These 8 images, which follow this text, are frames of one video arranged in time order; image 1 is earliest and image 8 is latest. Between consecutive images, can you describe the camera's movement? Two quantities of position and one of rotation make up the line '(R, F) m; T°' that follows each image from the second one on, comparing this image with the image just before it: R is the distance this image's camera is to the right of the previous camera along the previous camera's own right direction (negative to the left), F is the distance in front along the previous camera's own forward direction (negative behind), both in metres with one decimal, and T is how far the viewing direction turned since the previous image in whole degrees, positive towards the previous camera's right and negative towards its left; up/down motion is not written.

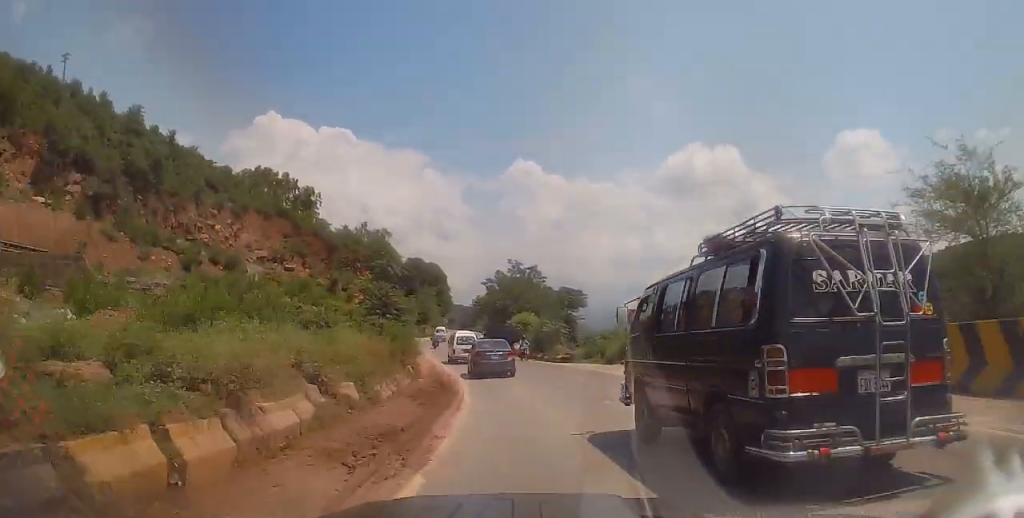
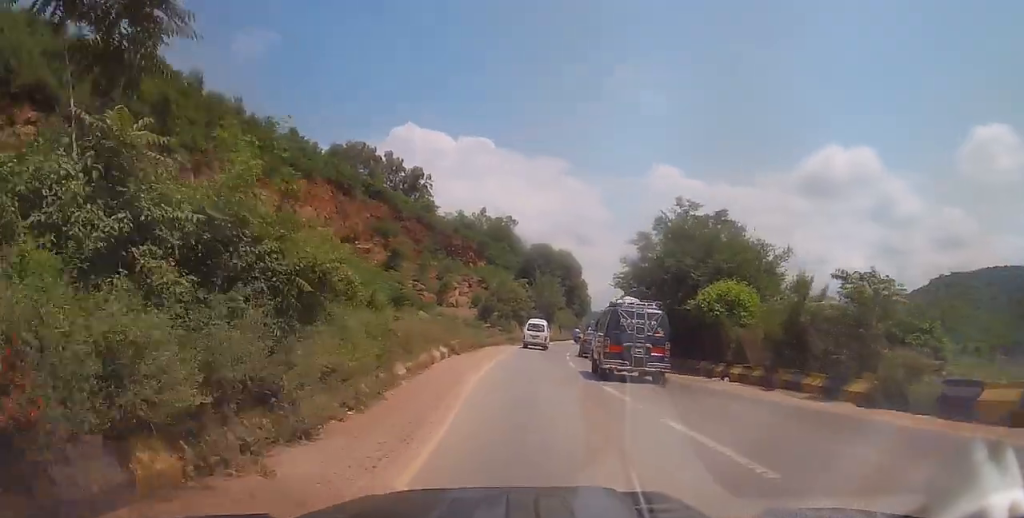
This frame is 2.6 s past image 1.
(-1.6, +29.0) m; -9°
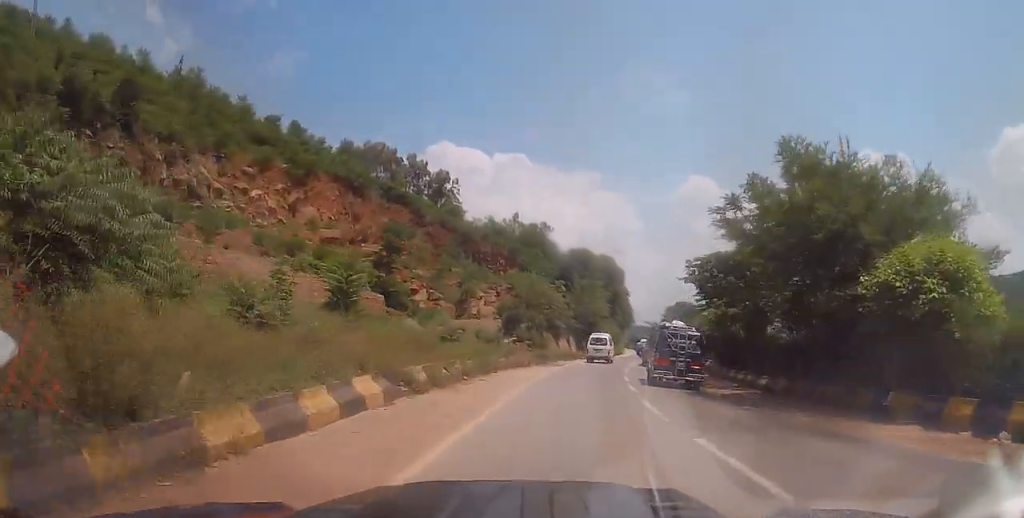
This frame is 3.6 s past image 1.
(-0.4, +12.1) m; -3°
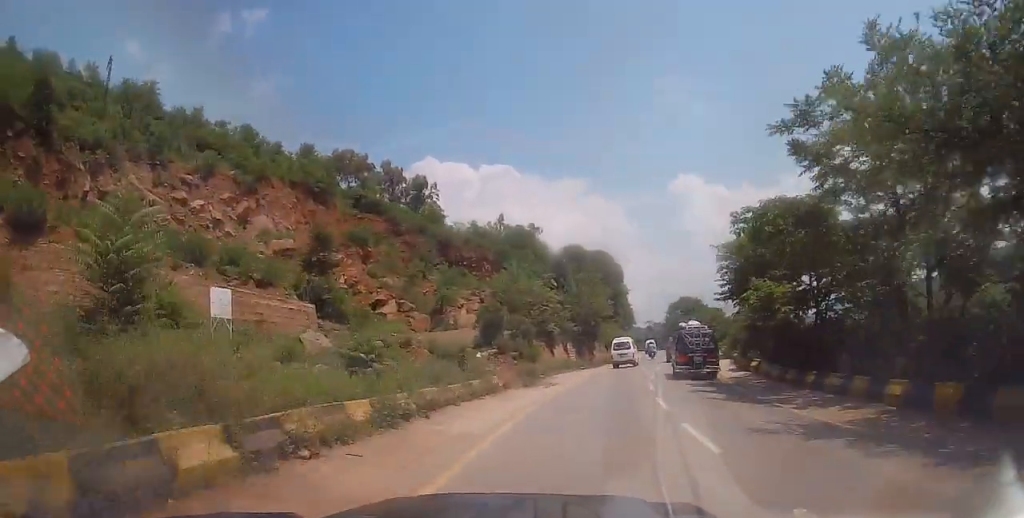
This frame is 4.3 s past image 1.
(-0.3, +9.6) m; +1°
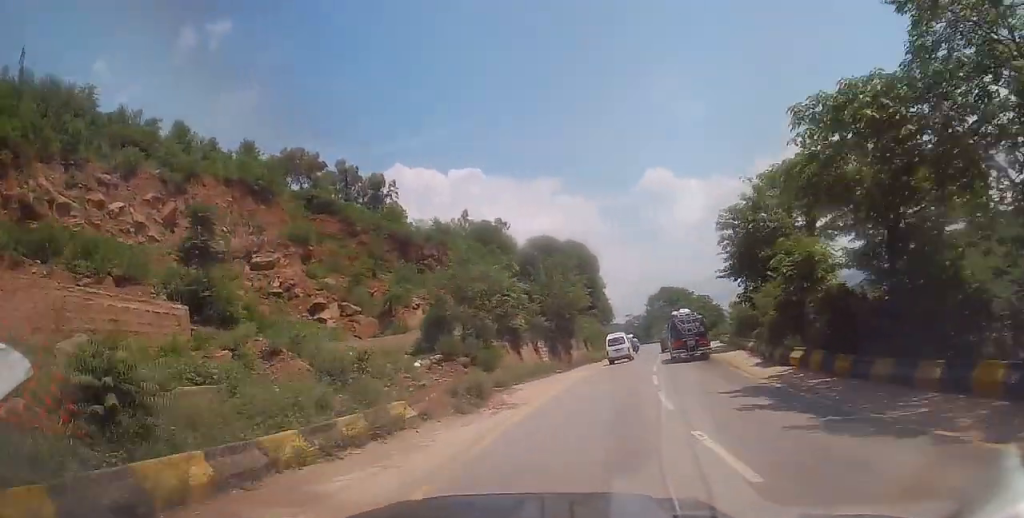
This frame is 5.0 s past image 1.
(+0.3, +8.0) m; +2°
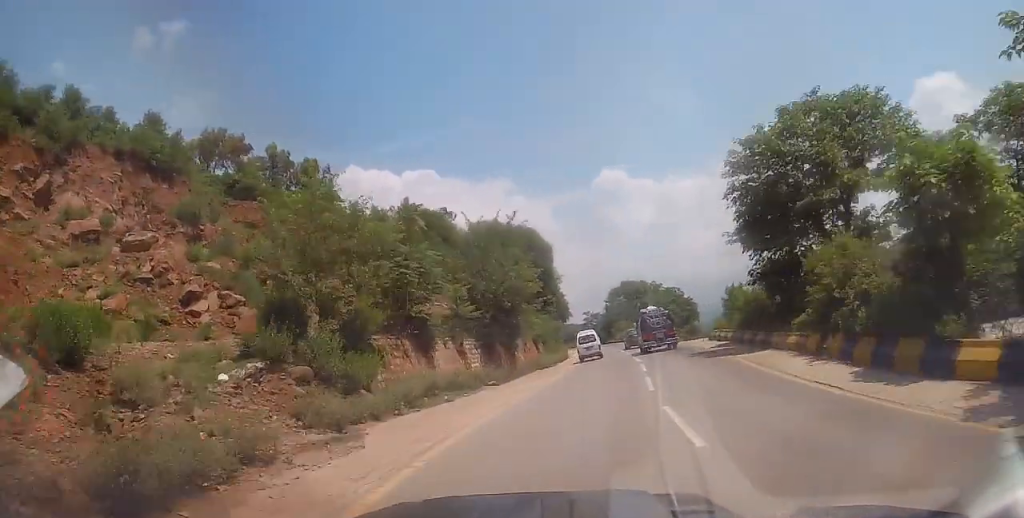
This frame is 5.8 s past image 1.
(+0.3, +11.1) m; +3°
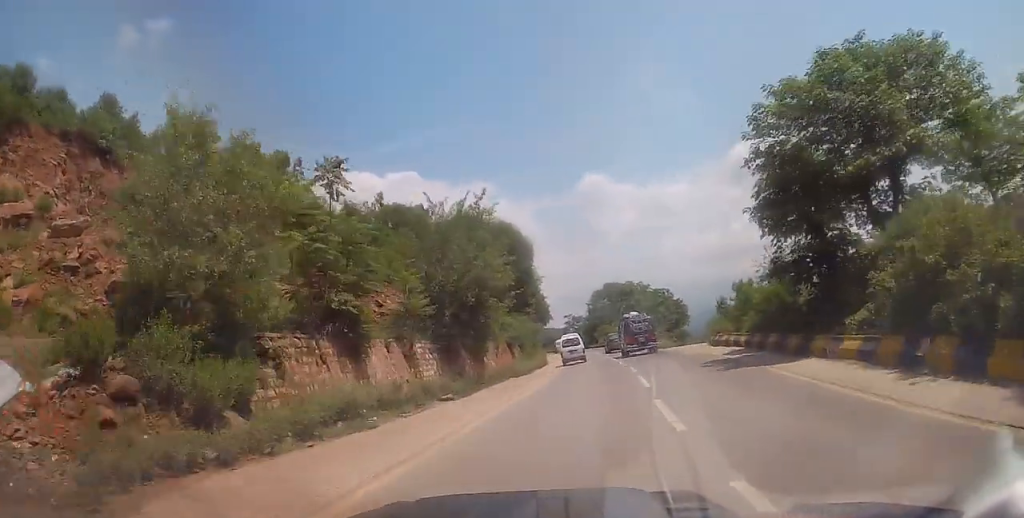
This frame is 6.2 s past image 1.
(-0.1, +5.2) m; +1°
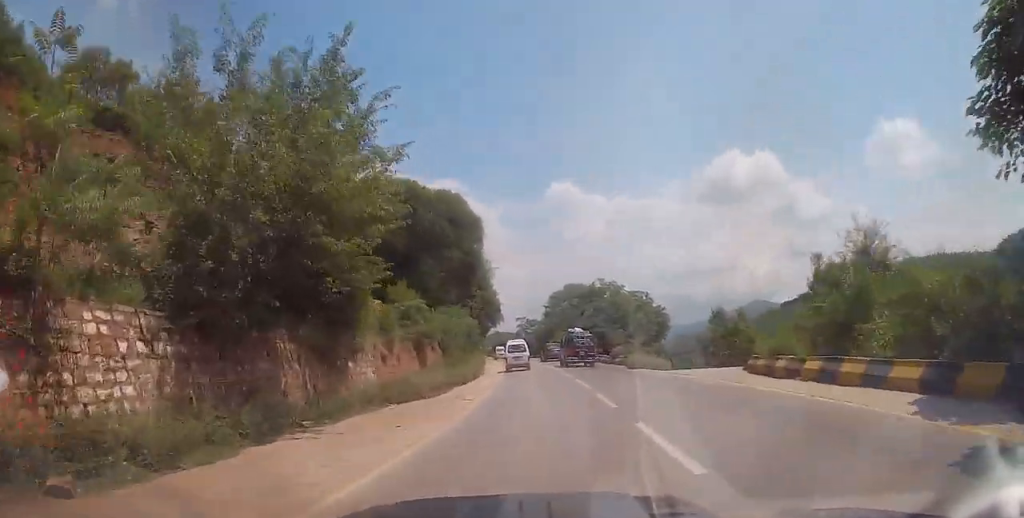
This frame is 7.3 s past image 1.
(+0.7, +14.0) m; +2°
